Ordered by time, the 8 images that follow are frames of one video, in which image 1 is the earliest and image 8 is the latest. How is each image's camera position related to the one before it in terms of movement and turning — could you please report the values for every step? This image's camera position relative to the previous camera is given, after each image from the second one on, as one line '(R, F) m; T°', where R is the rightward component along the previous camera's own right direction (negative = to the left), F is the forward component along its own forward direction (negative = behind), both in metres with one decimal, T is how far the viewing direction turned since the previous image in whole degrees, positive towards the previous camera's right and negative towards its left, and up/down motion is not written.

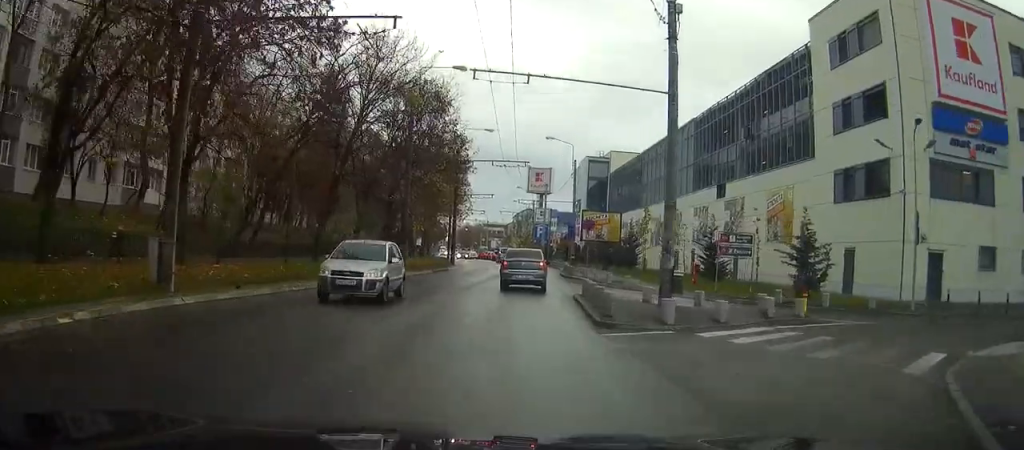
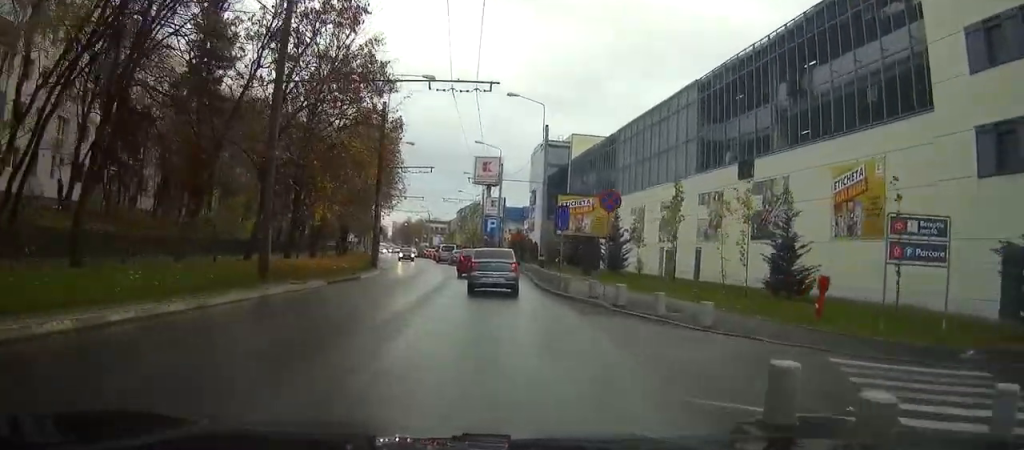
(+0.1, +18.0) m; +9°
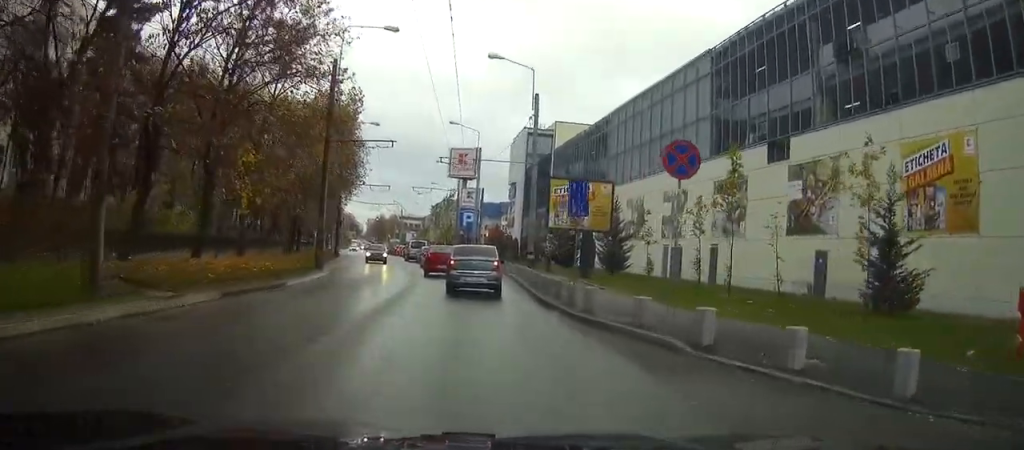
(+0.5, +9.1) m; +3°
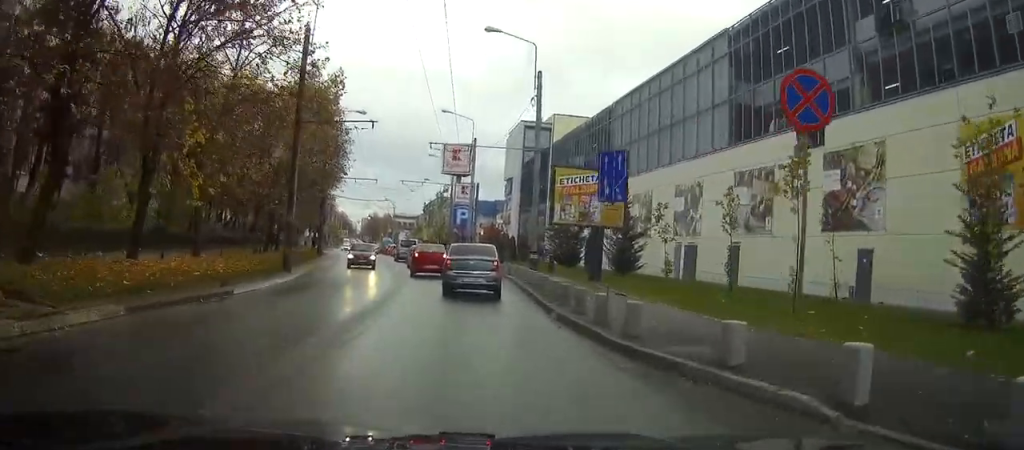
(+0.1, +5.2) m; -1°
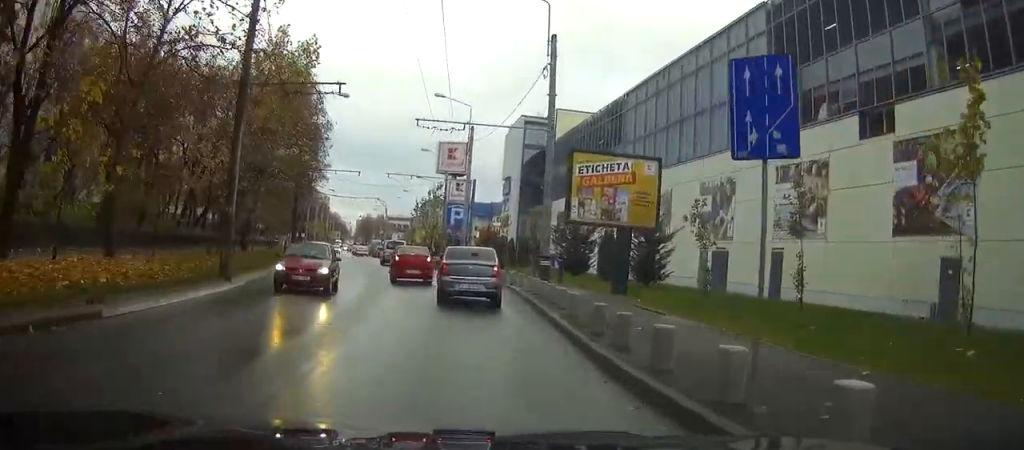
(-0.2, +7.4) m; -2°
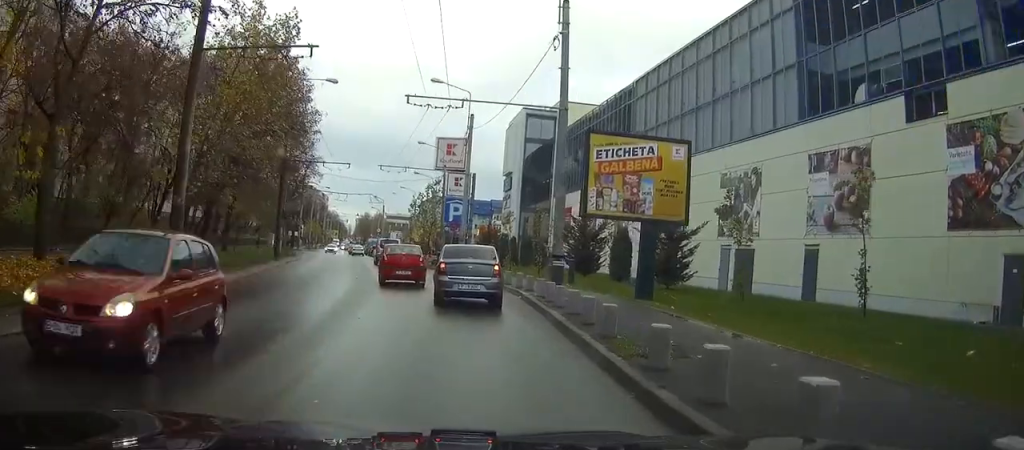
(-0.1, +4.3) m; 0°
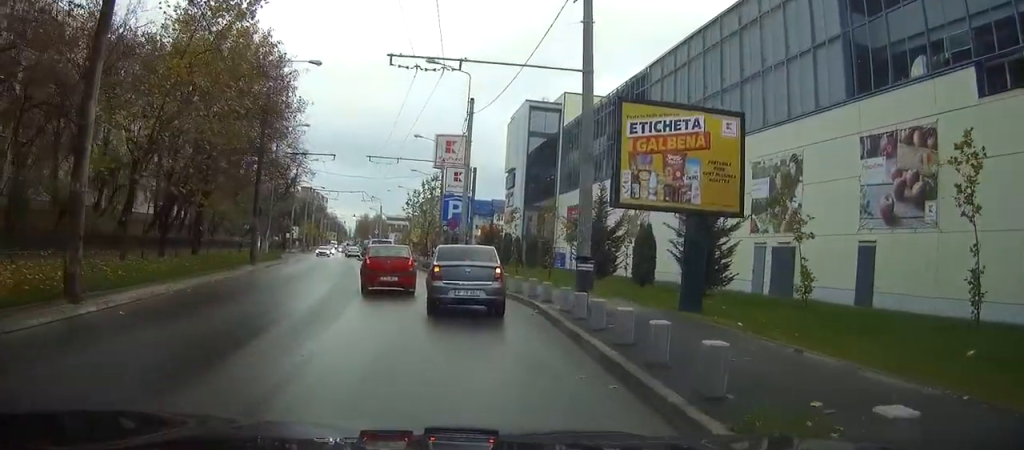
(0.0, +5.5) m; +1°
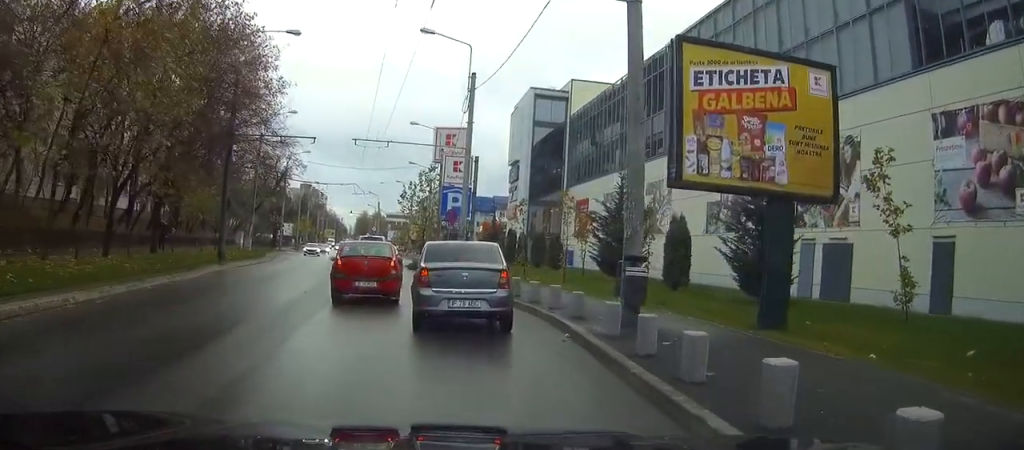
(+0.1, +5.9) m; +2°
